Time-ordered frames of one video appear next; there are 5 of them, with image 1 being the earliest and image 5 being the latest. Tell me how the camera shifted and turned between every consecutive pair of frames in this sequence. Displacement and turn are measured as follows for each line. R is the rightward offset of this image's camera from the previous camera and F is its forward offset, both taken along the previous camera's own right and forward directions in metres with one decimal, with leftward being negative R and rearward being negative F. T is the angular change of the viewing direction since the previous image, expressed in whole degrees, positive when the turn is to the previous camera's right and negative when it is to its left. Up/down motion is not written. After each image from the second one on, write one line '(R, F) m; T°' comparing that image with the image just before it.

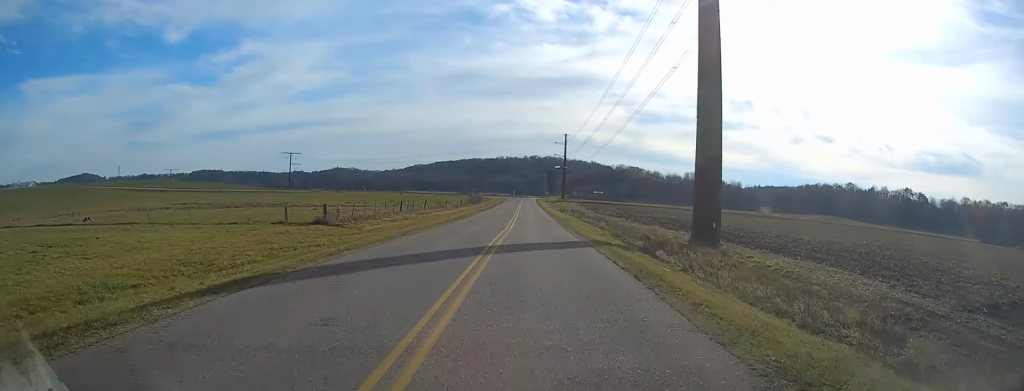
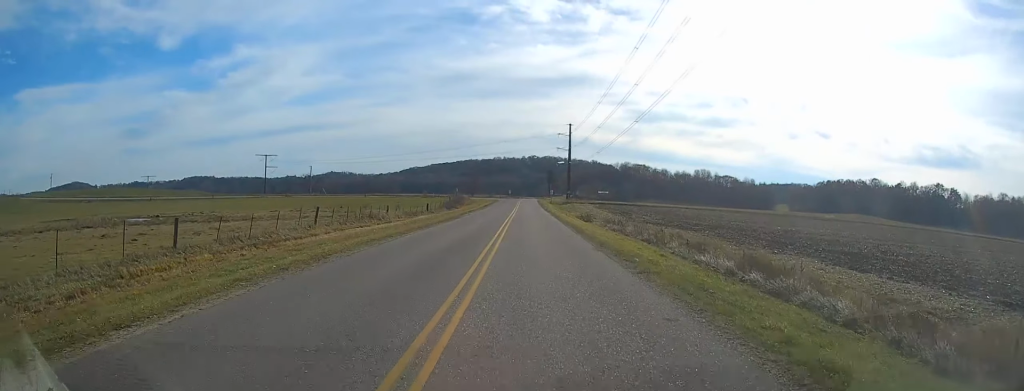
(0.0, +46.8) m; 0°
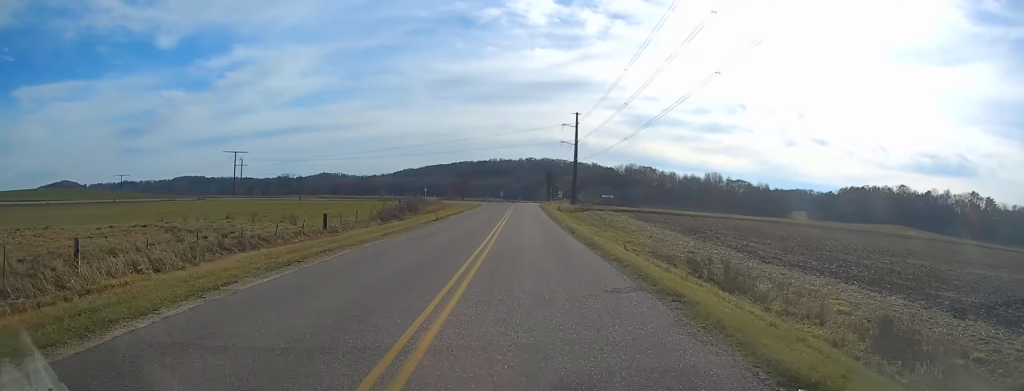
(0.0, +47.7) m; 0°
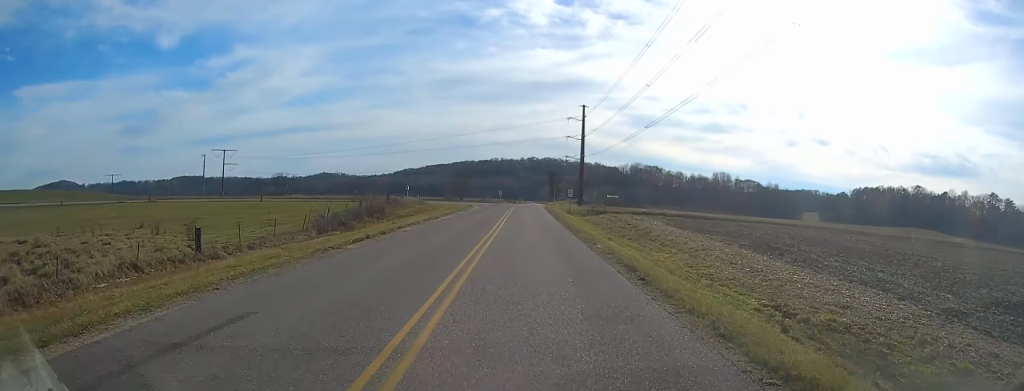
(0.0, +19.1) m; 0°
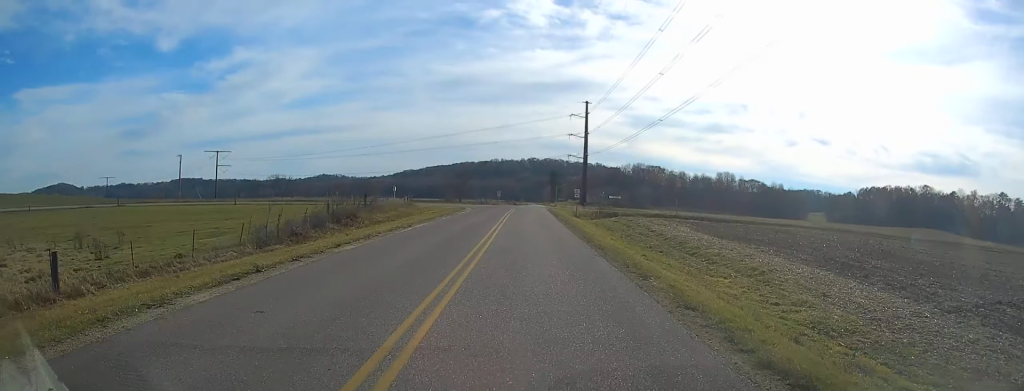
(0.0, +9.9) m; 0°
